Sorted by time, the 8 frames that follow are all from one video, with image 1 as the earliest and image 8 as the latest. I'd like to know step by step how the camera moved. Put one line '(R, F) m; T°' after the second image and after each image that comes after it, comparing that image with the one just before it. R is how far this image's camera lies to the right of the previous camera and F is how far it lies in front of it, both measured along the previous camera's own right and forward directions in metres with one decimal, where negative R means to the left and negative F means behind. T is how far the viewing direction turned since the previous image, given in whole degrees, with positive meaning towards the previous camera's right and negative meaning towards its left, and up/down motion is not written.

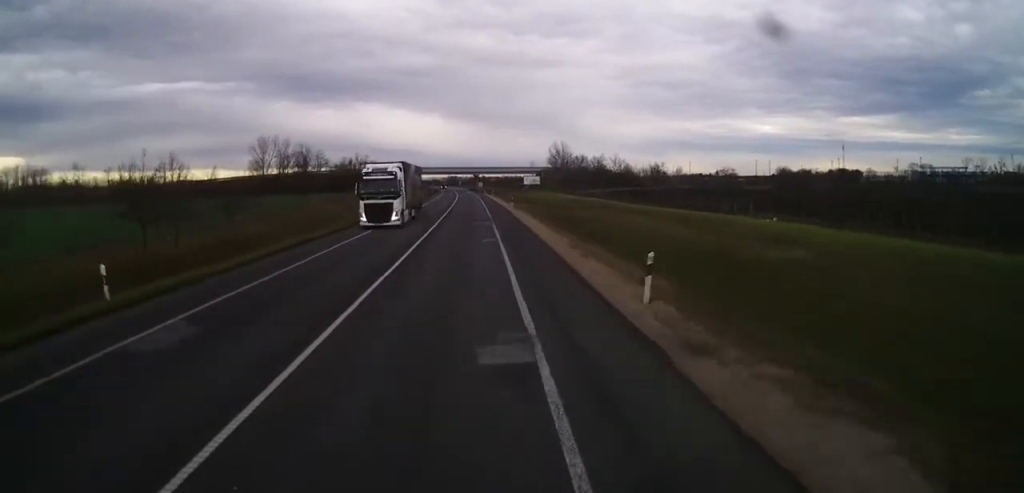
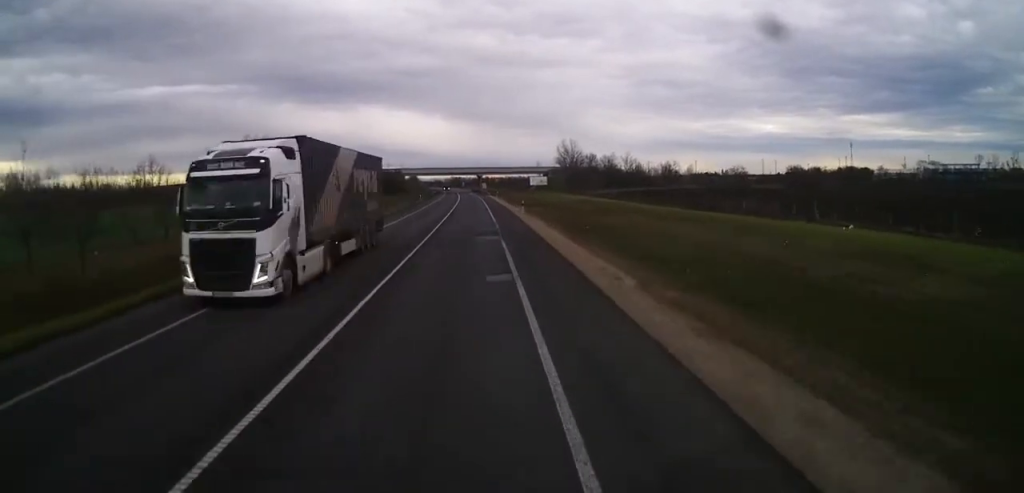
(+0.1, +11.0) m; 0°
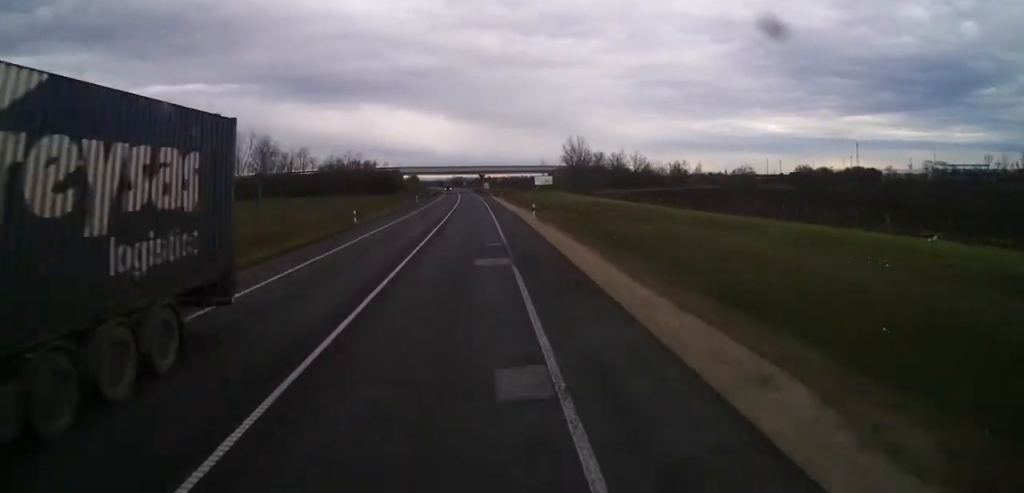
(+0.1, +8.8) m; 0°
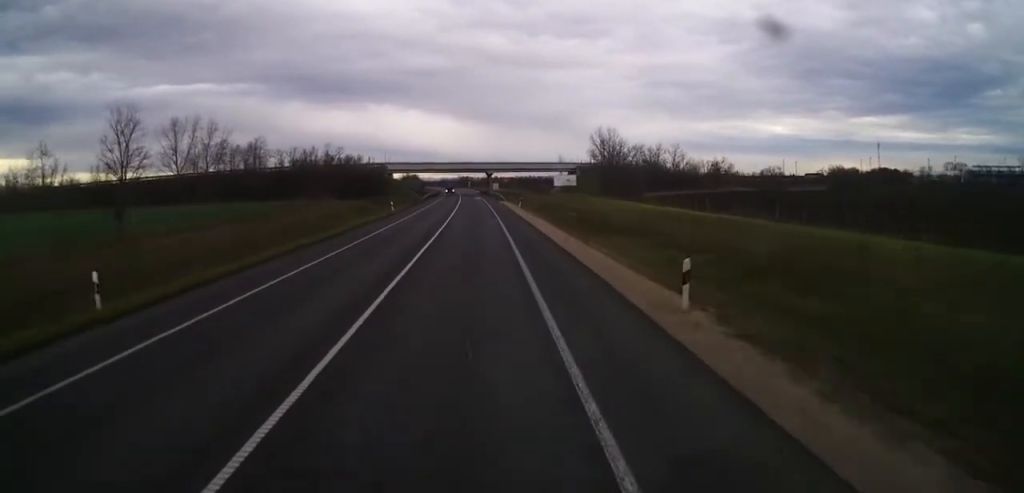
(-0.4, +31.7) m; -1°
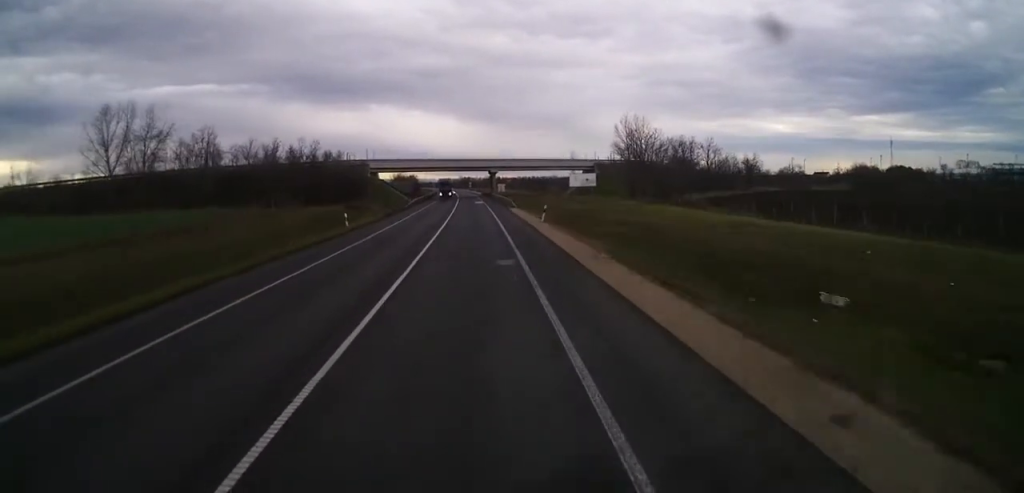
(0.0, +22.1) m; 0°
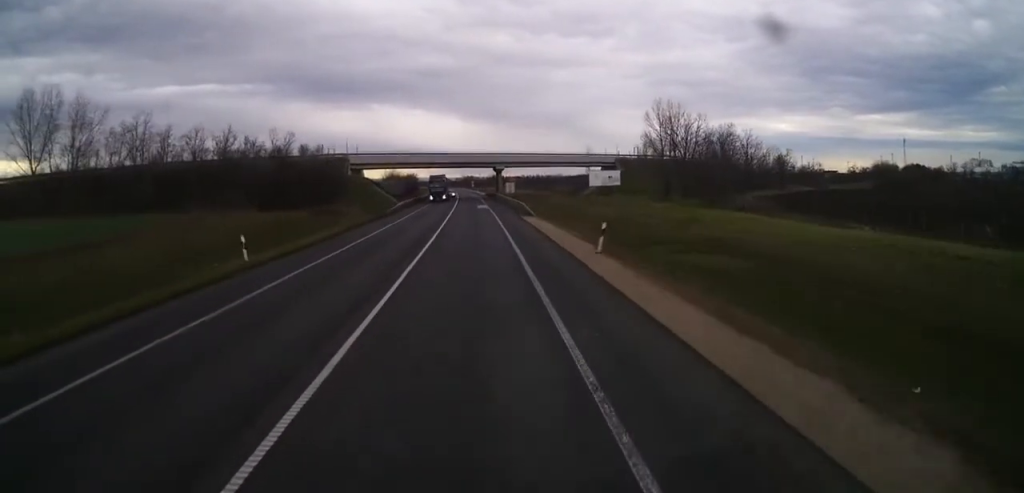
(0.0, +18.5) m; -1°
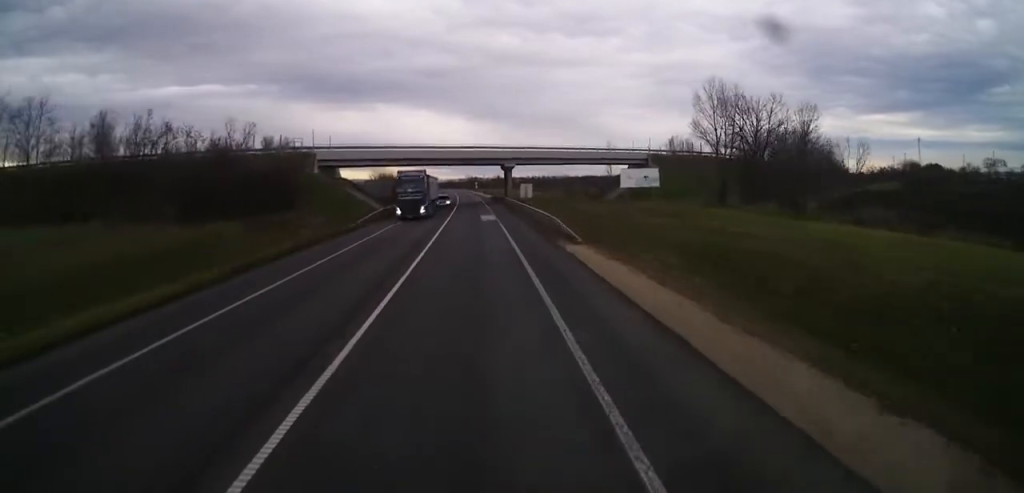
(-0.3, +20.0) m; -1°
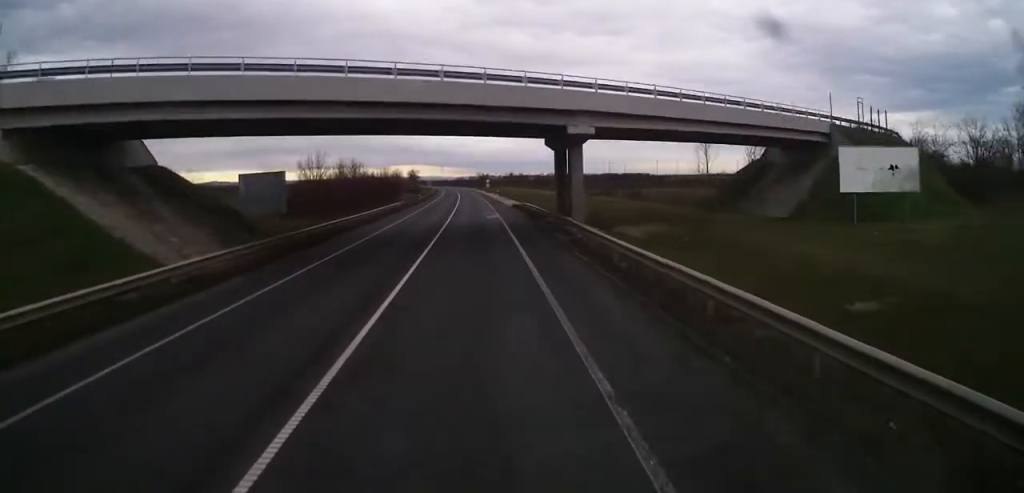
(-0.2, +50.5) m; -1°
